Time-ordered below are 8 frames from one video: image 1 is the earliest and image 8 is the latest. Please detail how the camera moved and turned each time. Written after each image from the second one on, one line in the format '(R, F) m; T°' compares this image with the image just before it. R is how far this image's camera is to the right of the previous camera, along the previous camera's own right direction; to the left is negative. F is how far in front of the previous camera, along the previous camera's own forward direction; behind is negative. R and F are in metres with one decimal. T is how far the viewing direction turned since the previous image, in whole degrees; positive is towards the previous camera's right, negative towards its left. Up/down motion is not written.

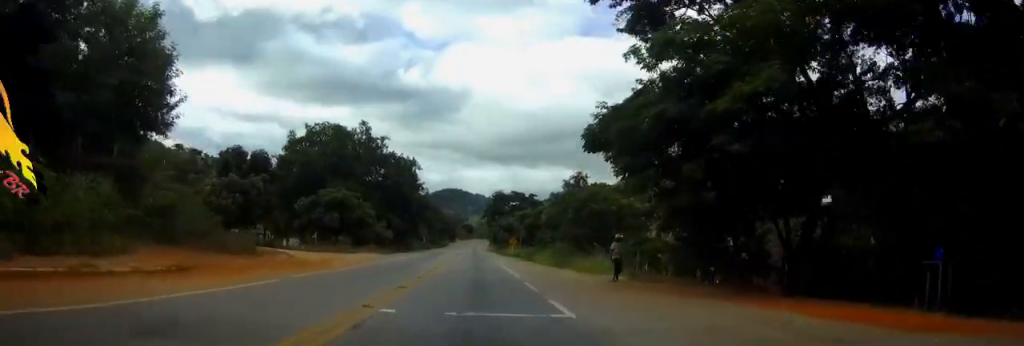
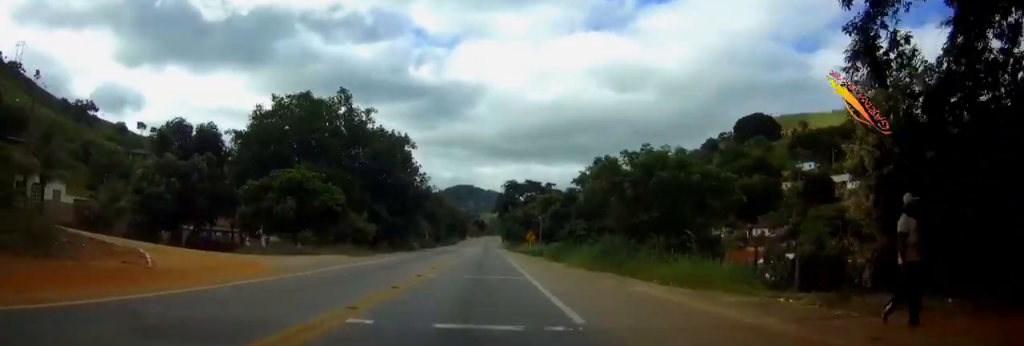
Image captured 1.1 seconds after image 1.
(-0.1, +16.3) m; -1°
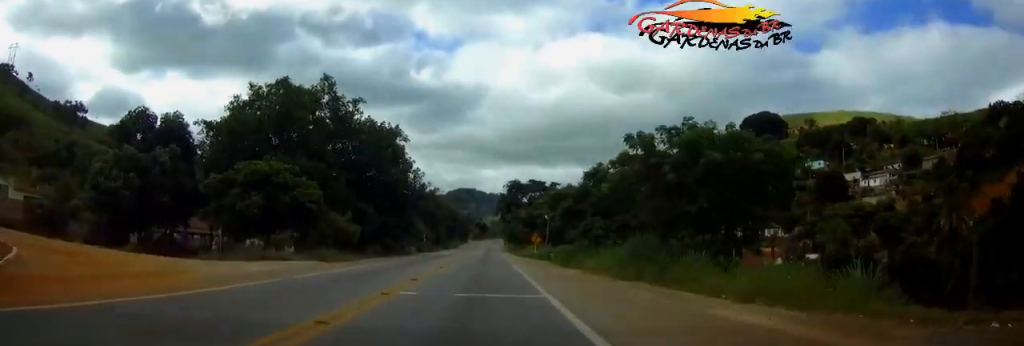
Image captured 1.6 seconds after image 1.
(0.0, +6.9) m; -1°
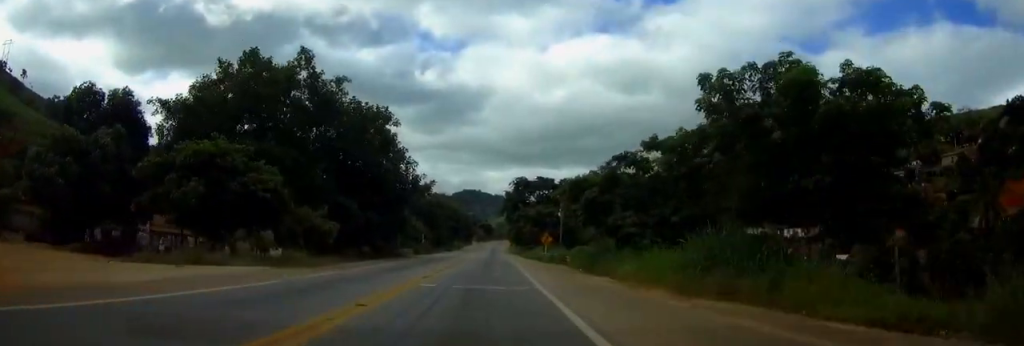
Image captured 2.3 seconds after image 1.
(-0.1, +8.6) m; -1°
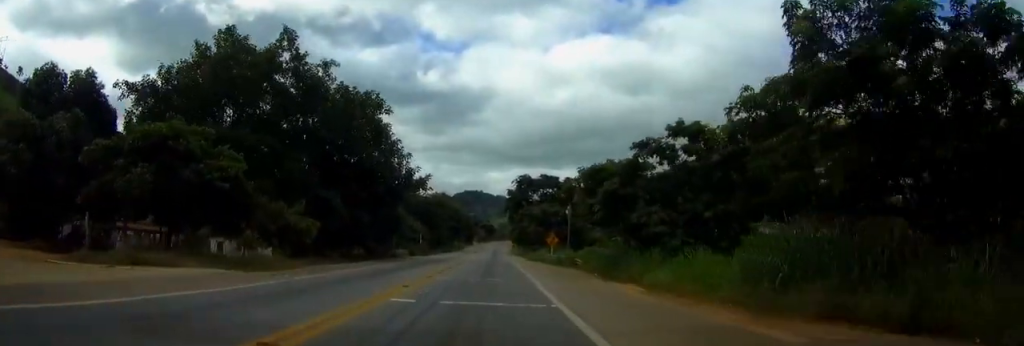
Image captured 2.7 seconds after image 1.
(-0.1, +5.0) m; 0°
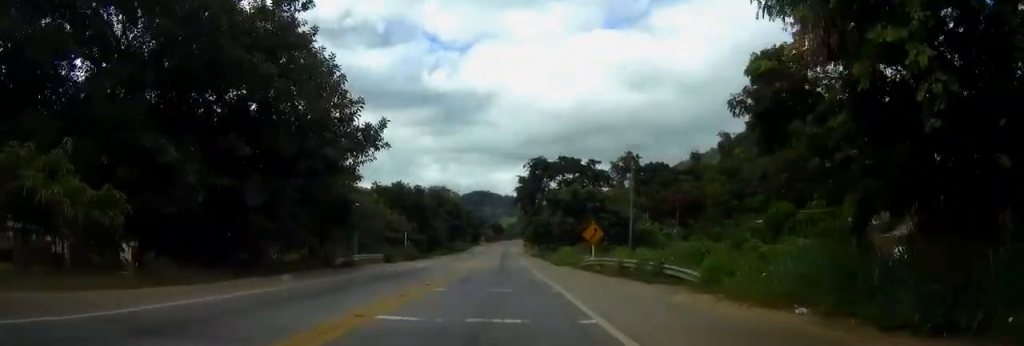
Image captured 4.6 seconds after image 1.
(0.0, +22.1) m; 0°
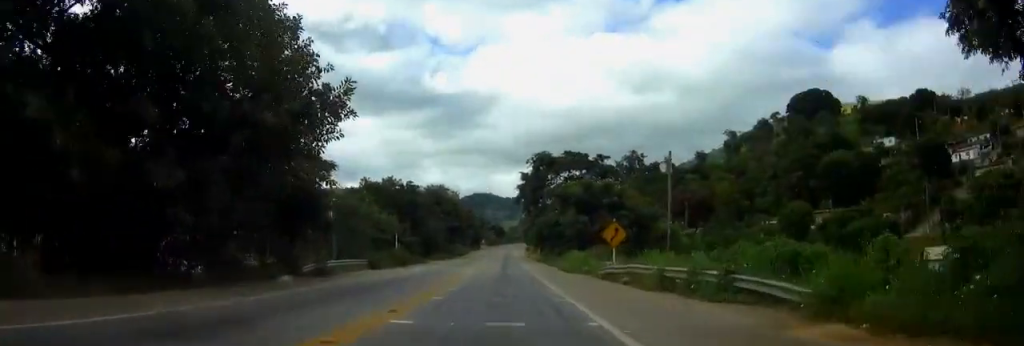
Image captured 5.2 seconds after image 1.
(0.0, +7.1) m; 0°
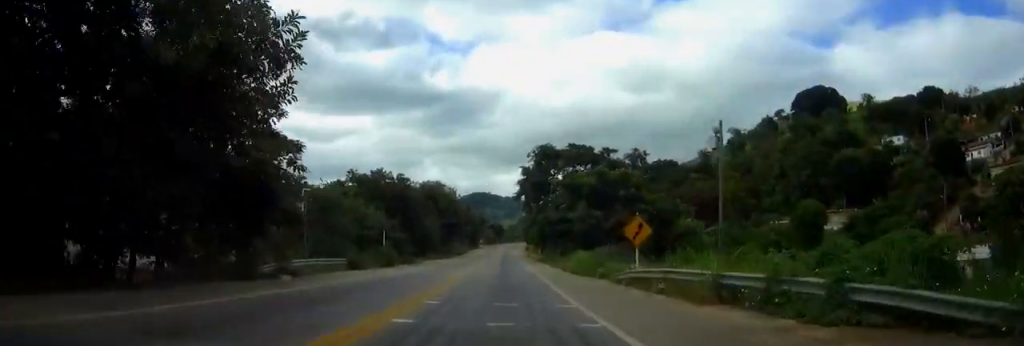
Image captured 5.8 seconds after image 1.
(0.0, +6.0) m; 0°
